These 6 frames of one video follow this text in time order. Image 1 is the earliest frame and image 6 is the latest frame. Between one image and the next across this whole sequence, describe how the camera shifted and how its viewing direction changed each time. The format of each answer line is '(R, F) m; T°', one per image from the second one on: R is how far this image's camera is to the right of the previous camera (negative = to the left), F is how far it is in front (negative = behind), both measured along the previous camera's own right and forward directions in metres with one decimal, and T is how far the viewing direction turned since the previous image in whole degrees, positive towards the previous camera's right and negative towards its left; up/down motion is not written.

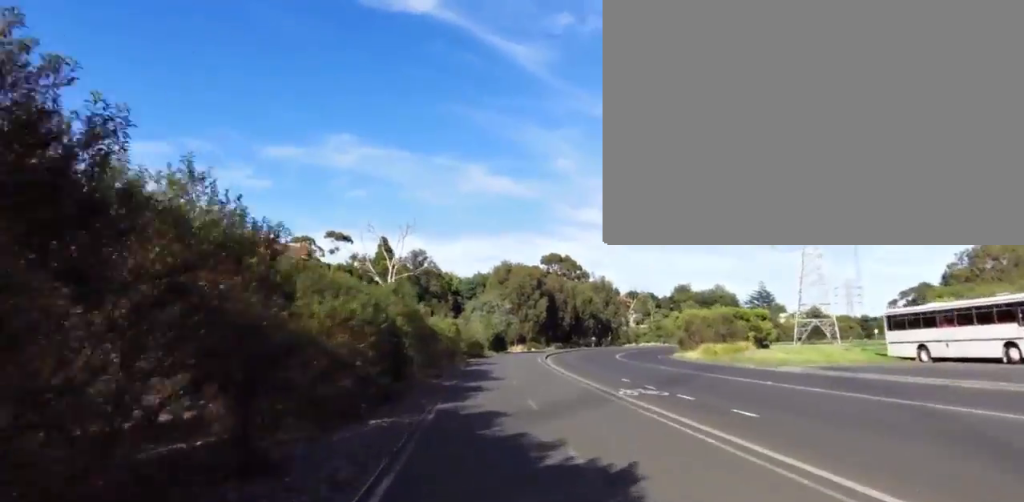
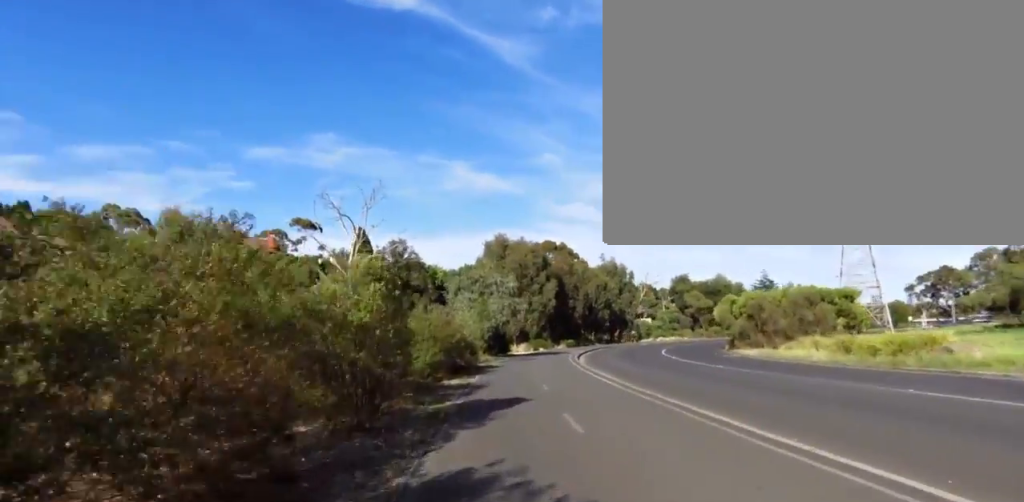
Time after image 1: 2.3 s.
(+0.4, +17.5) m; +5°
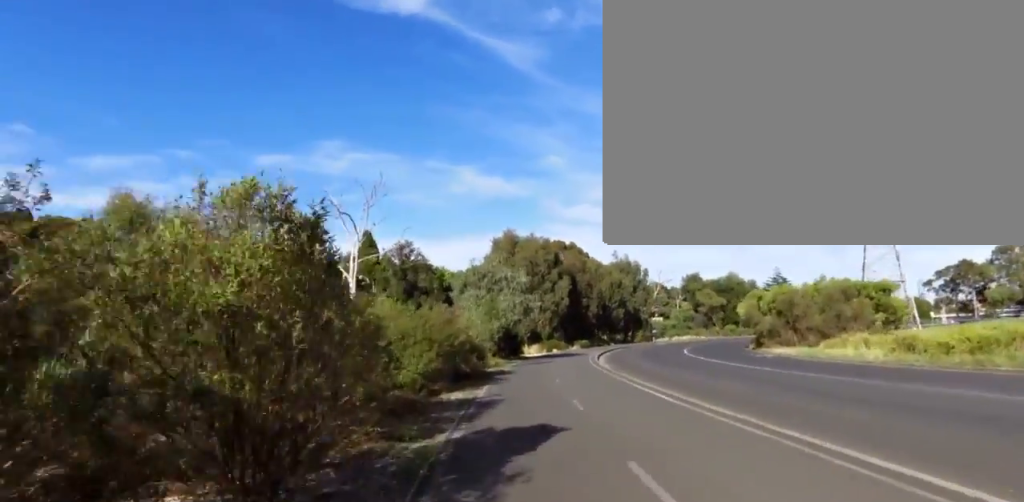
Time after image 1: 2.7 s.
(0.0, +3.4) m; 0°
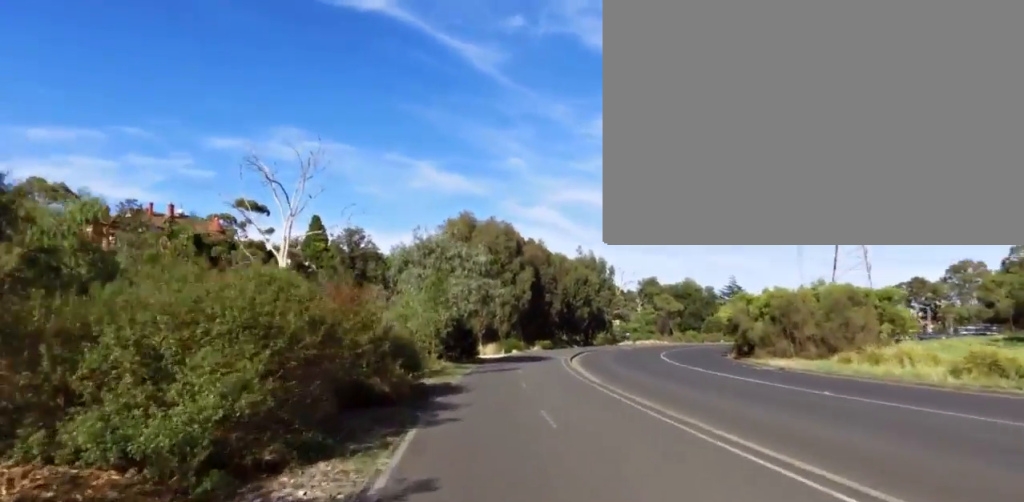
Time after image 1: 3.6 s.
(0.0, +6.9) m; 0°
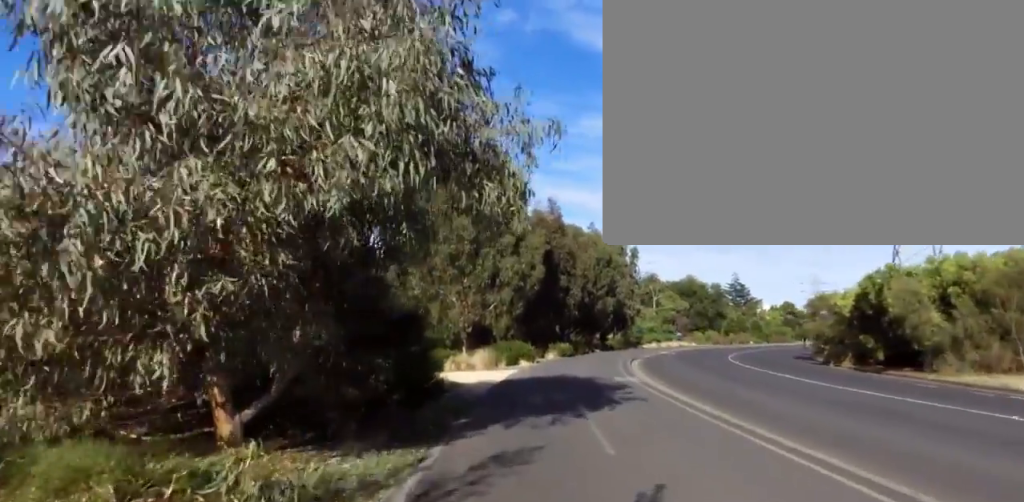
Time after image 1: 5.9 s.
(+2.3, +16.2) m; +15°
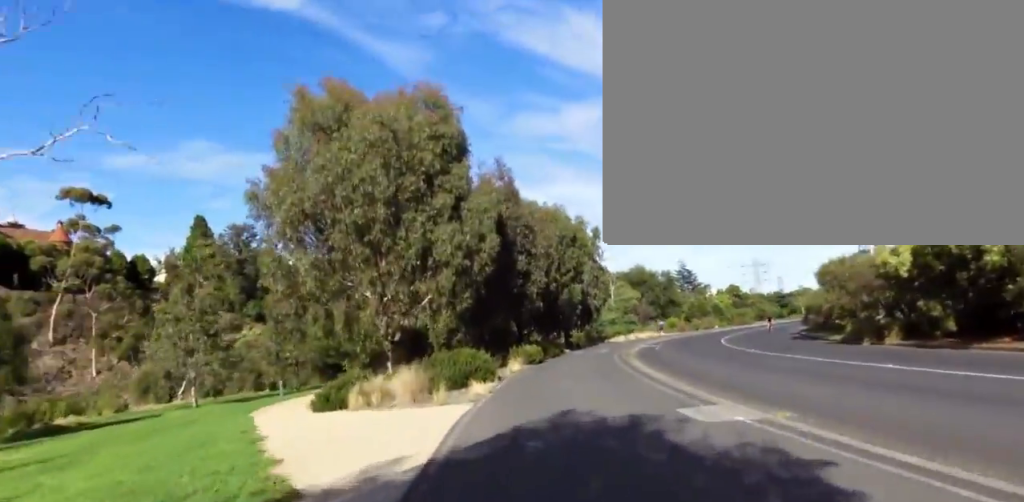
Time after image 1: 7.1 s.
(-0.4, +9.3) m; -4°
